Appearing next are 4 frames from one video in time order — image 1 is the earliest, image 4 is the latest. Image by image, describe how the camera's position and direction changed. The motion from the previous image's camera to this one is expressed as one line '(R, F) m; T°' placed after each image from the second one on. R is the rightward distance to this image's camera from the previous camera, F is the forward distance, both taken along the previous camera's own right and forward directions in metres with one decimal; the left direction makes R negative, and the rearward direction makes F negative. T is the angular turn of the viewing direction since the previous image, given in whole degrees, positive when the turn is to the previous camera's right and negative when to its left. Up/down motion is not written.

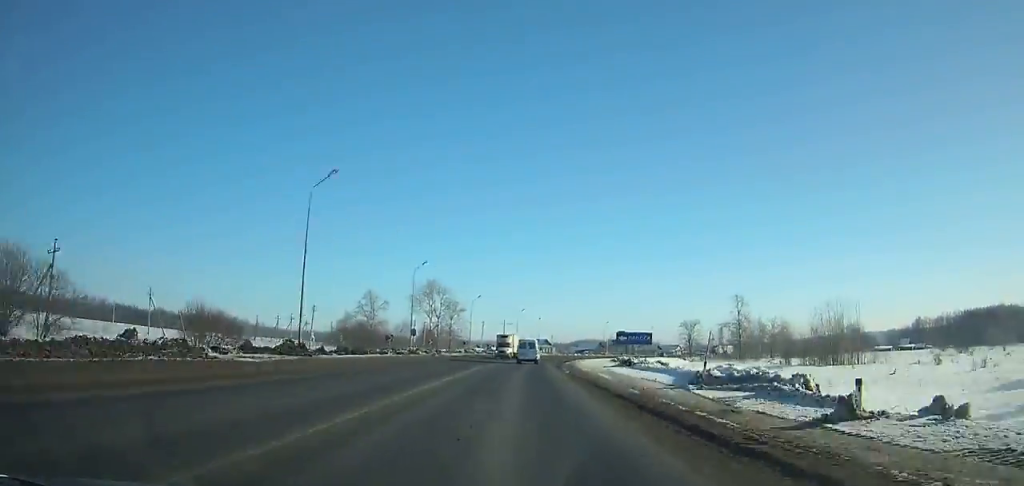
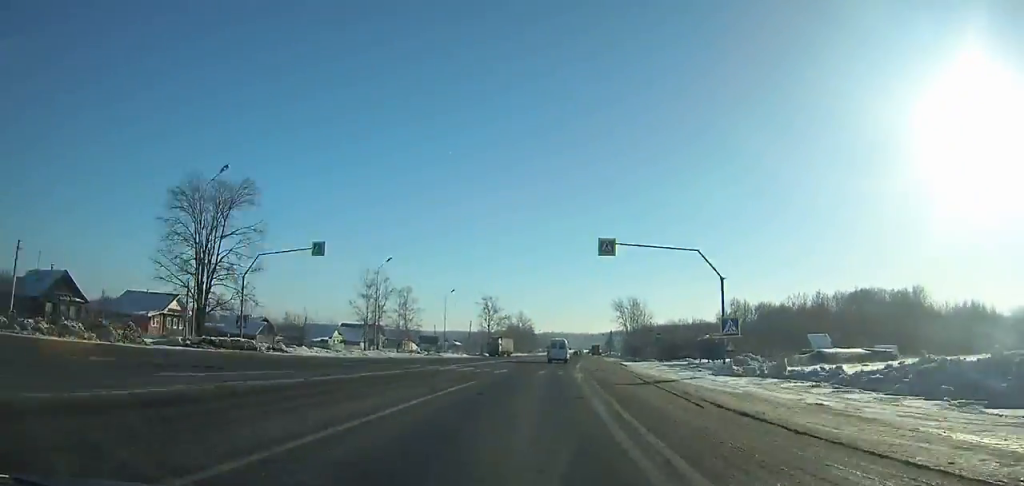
(+75.1, +193.5) m; +42°
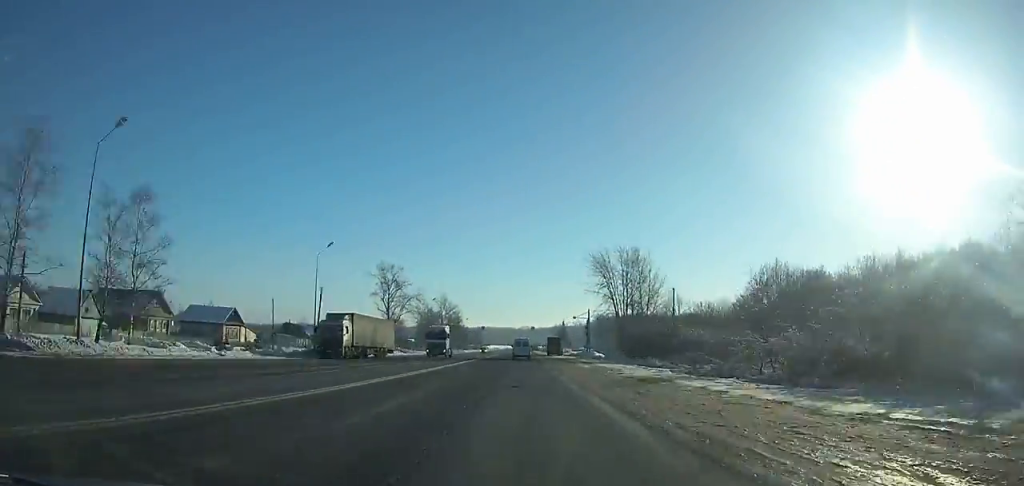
(+4.7, +74.2) m; +4°
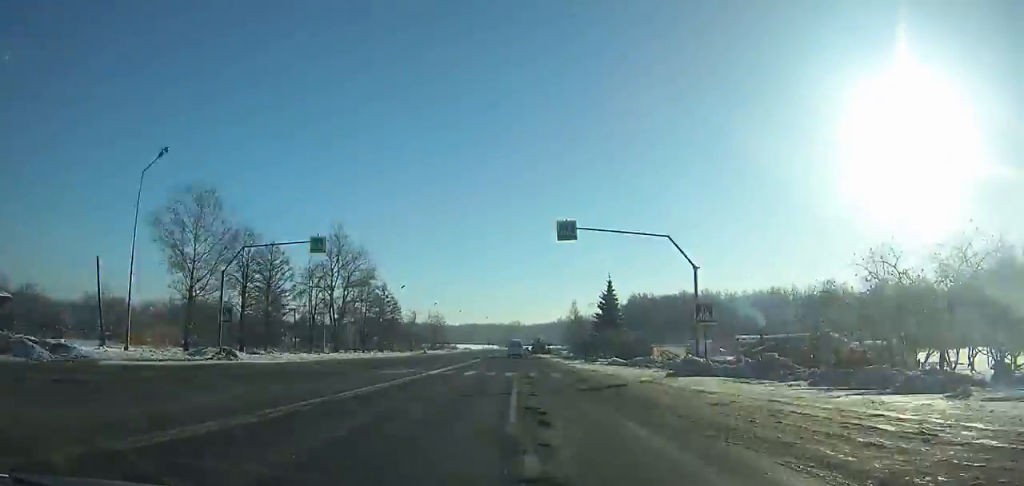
(+0.2, +129.6) m; 0°
